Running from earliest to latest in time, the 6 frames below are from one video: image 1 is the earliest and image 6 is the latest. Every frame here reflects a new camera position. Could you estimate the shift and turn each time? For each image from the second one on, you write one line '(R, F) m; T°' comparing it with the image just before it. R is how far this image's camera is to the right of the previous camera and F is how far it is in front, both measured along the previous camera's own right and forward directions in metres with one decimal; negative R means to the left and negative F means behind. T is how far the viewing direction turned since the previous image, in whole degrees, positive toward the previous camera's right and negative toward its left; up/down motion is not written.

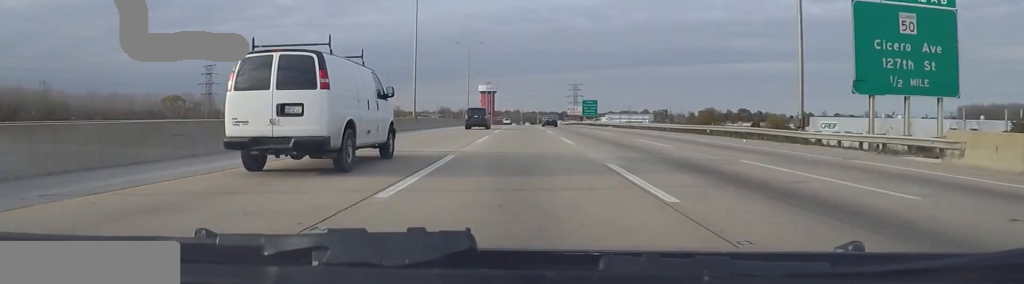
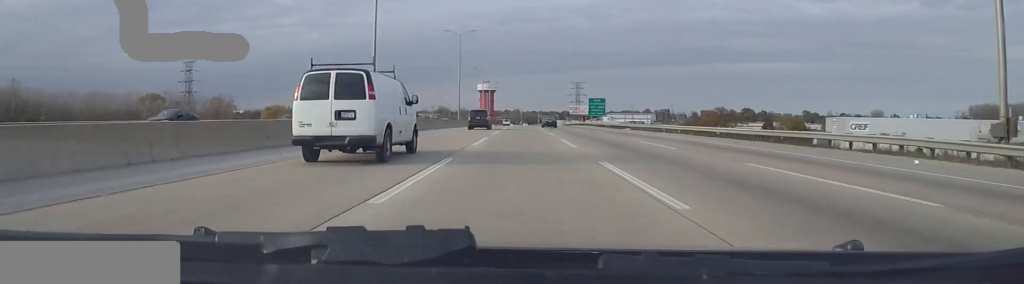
(+0.3, +15.1) m; 0°
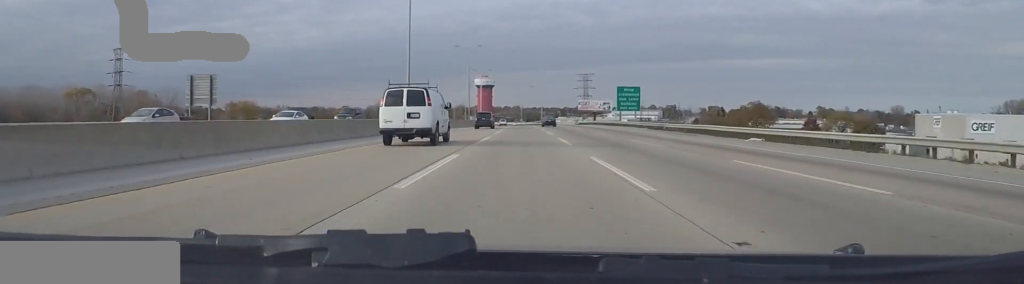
(0.0, +42.8) m; +1°
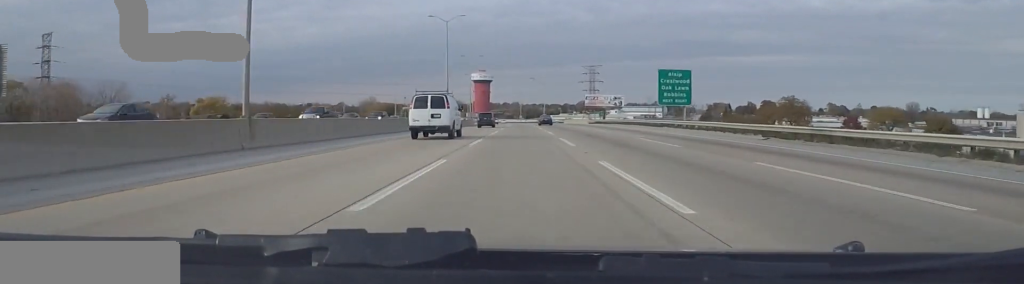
(+0.5, +33.0) m; 0°
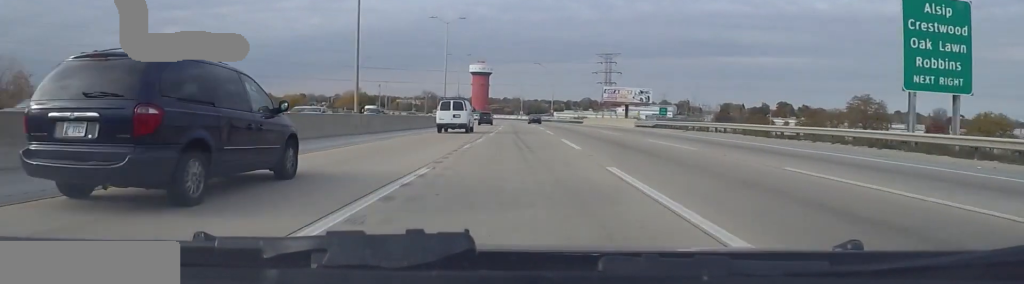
(-0.8, +51.2) m; 0°
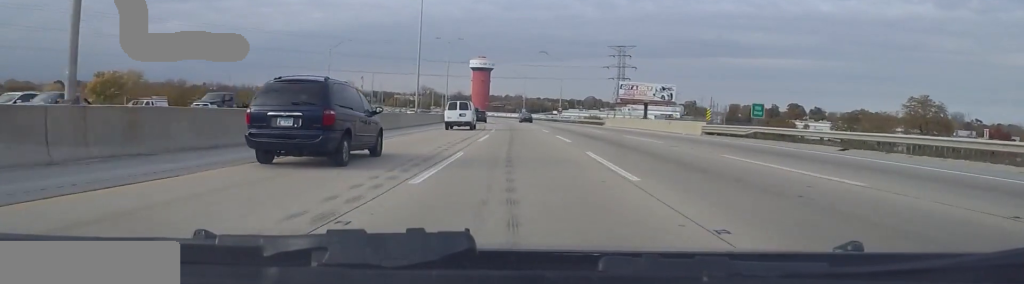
(+0.5, +29.1) m; 0°
